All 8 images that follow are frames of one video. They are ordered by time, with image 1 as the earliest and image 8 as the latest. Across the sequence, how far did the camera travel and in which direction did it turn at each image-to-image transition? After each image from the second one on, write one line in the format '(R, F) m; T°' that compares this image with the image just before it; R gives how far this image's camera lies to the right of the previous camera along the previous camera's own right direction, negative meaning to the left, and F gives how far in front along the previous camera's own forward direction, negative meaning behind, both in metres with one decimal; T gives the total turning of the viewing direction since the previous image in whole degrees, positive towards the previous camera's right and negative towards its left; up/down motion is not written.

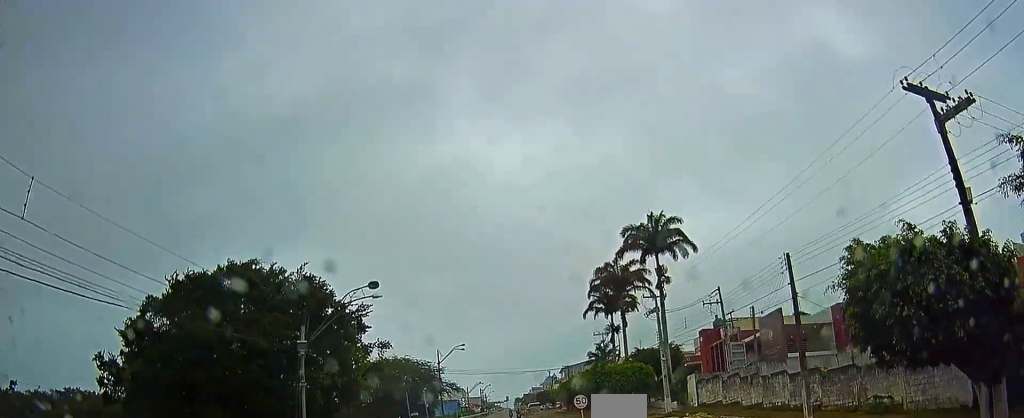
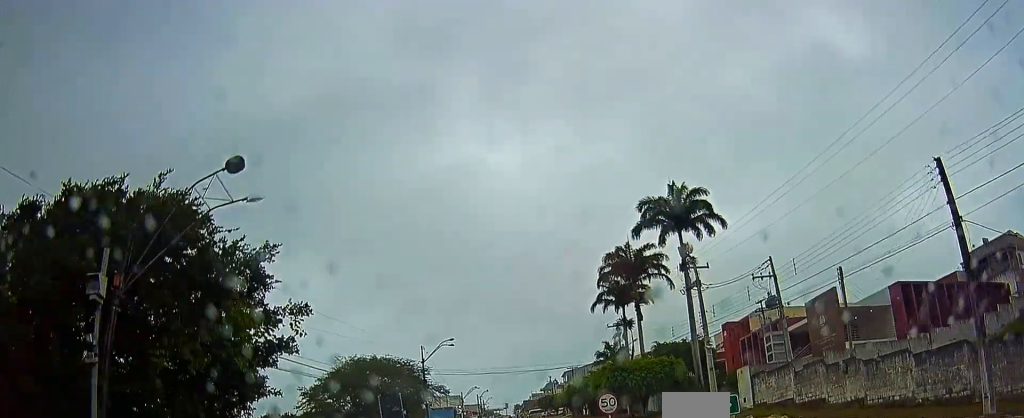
(-0.1, +10.8) m; 0°
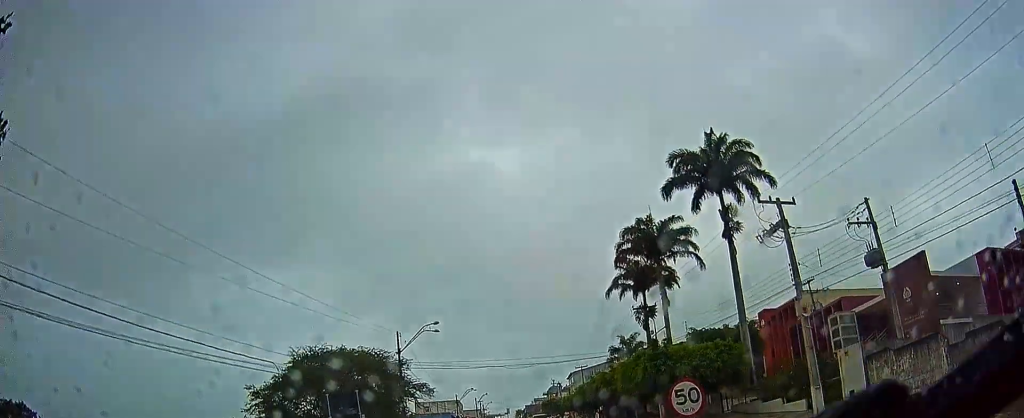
(0.0, +11.9) m; 0°
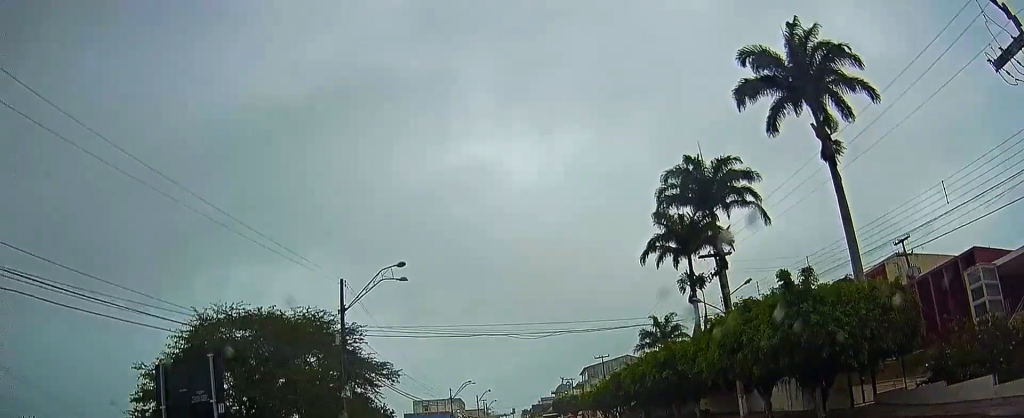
(0.0, +14.2) m; -2°
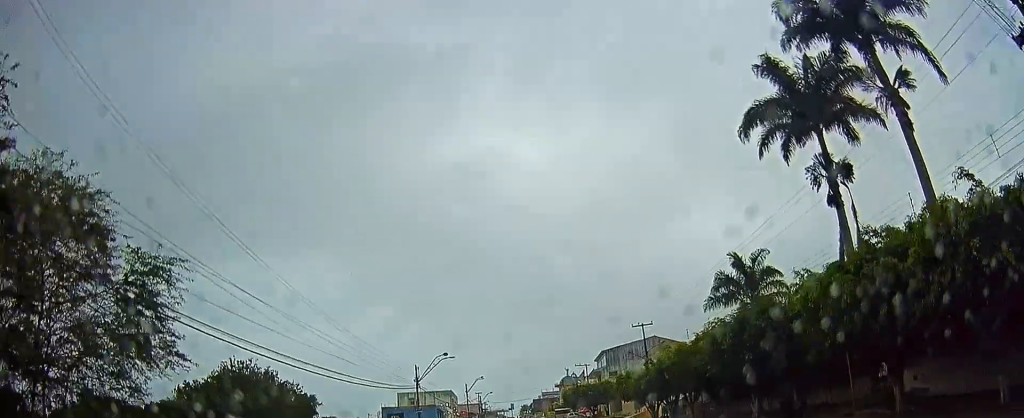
(-0.4, +21.5) m; 0°
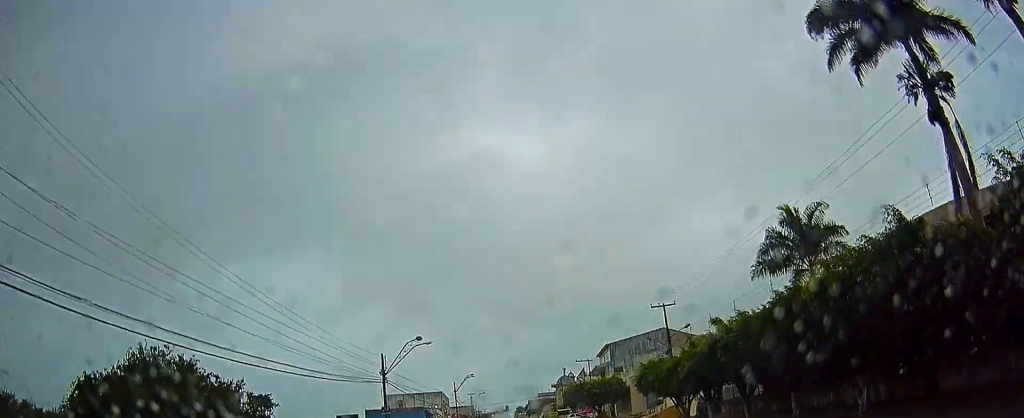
(+0.1, +8.7) m; +2°
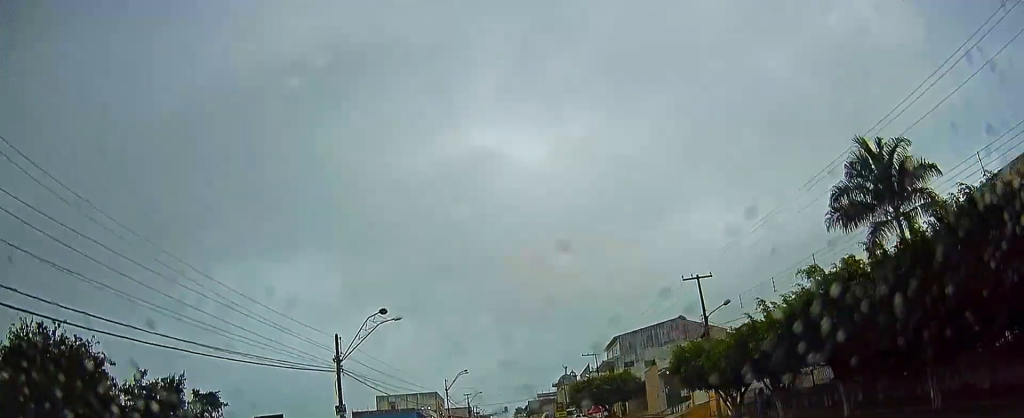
(+0.2, +8.2) m; -1°
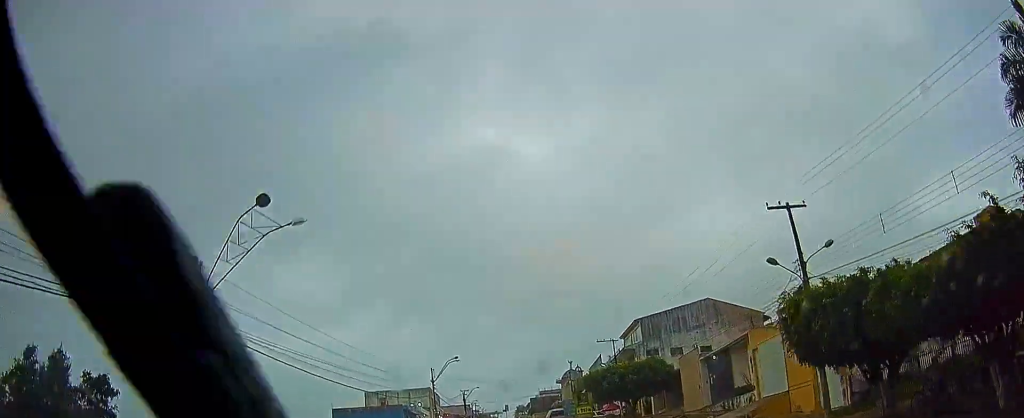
(-0.1, +11.5) m; 0°
